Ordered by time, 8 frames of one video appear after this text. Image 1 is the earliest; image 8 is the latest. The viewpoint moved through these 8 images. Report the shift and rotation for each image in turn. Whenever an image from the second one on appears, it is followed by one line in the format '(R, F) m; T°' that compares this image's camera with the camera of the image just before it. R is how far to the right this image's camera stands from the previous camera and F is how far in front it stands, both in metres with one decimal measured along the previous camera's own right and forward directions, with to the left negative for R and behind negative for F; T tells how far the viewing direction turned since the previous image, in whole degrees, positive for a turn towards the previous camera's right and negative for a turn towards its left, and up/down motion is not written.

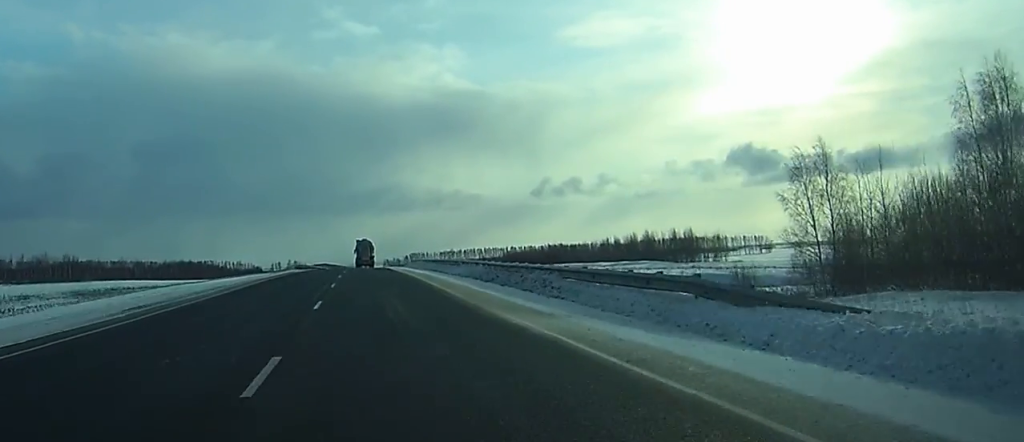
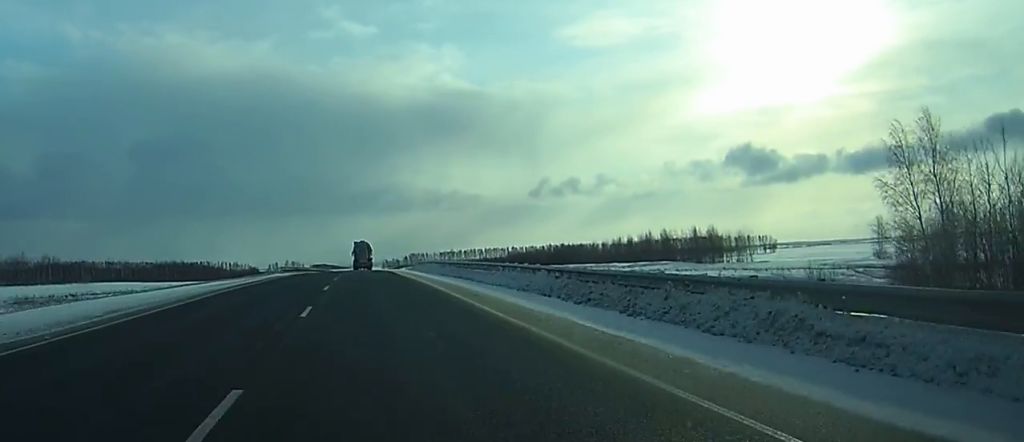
(0.0, +14.5) m; 0°
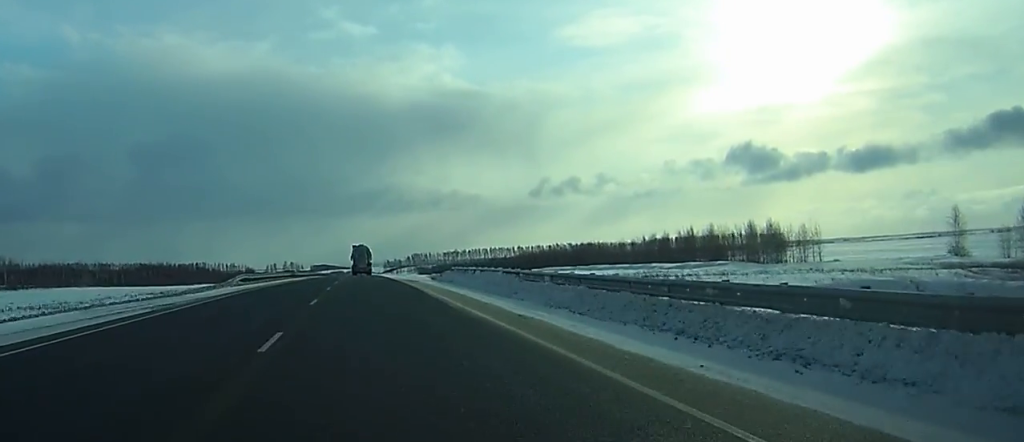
(+0.1, +28.9) m; 0°
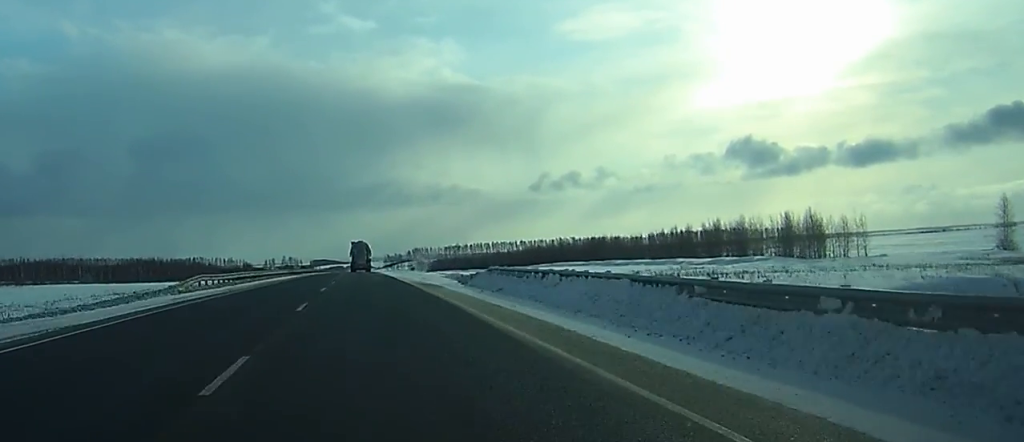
(+0.1, +15.4) m; 0°
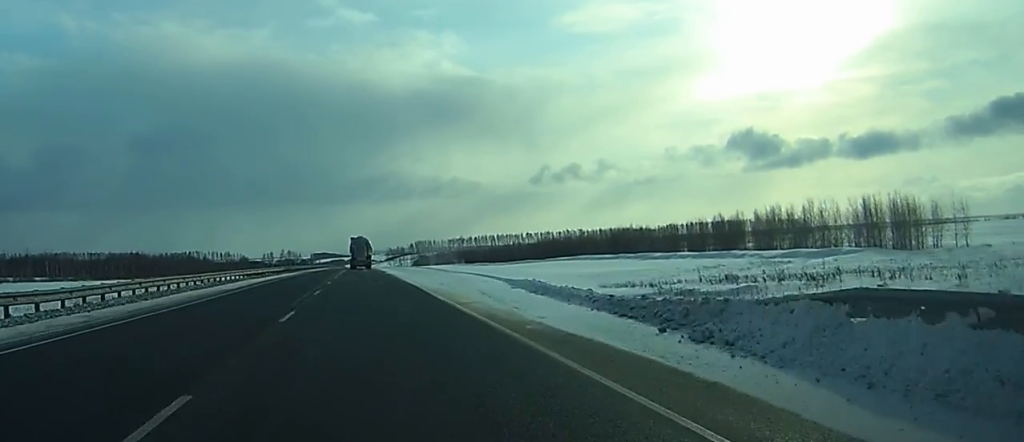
(-0.1, +26.4) m; 0°
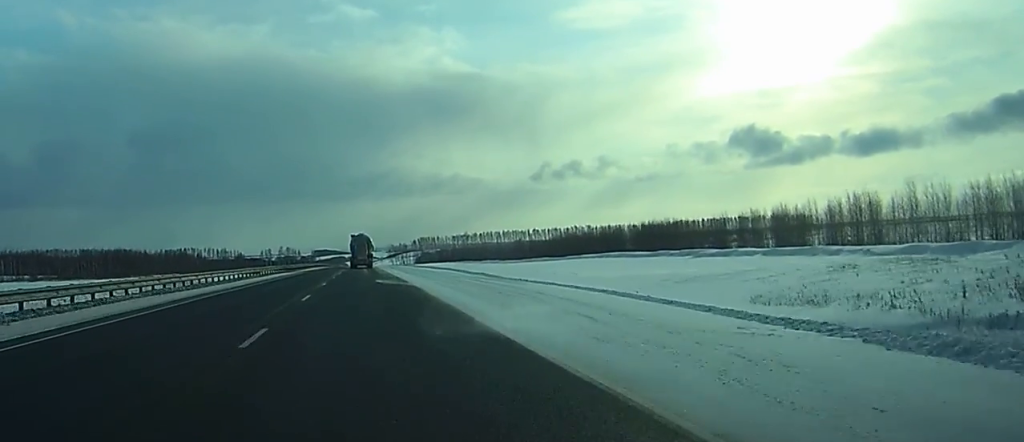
(+0.1, +28.5) m; 0°
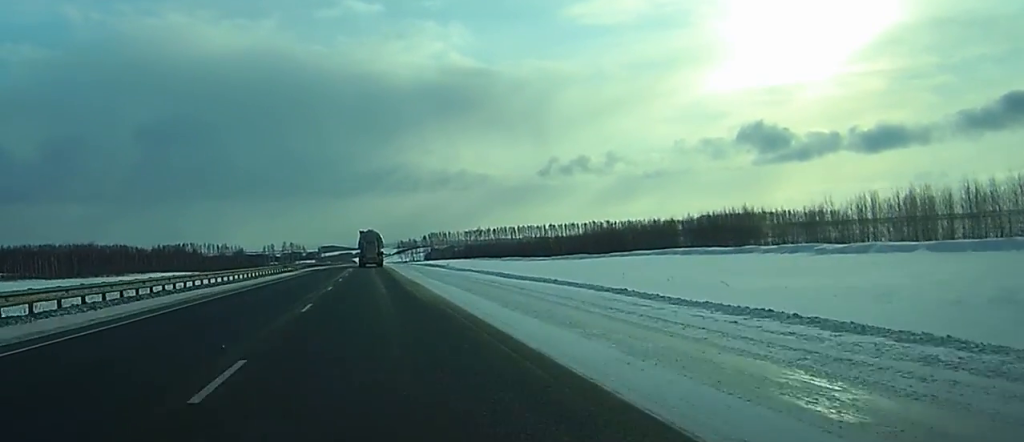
(0.0, +39.9) m; 0°
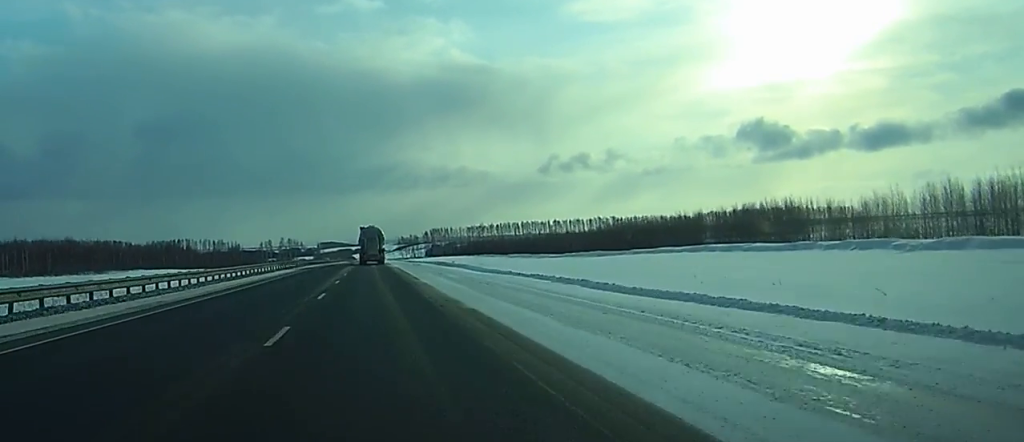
(0.0, +19.6) m; 0°
